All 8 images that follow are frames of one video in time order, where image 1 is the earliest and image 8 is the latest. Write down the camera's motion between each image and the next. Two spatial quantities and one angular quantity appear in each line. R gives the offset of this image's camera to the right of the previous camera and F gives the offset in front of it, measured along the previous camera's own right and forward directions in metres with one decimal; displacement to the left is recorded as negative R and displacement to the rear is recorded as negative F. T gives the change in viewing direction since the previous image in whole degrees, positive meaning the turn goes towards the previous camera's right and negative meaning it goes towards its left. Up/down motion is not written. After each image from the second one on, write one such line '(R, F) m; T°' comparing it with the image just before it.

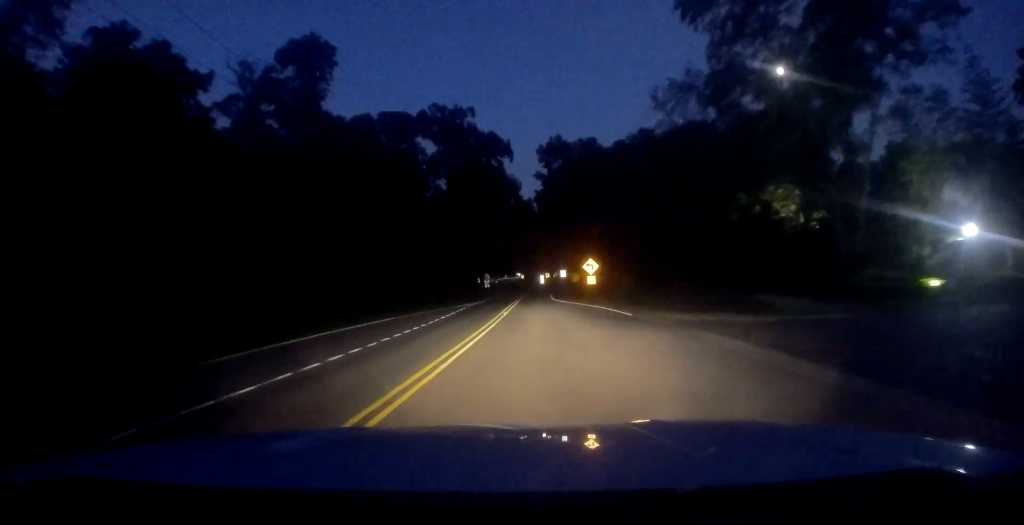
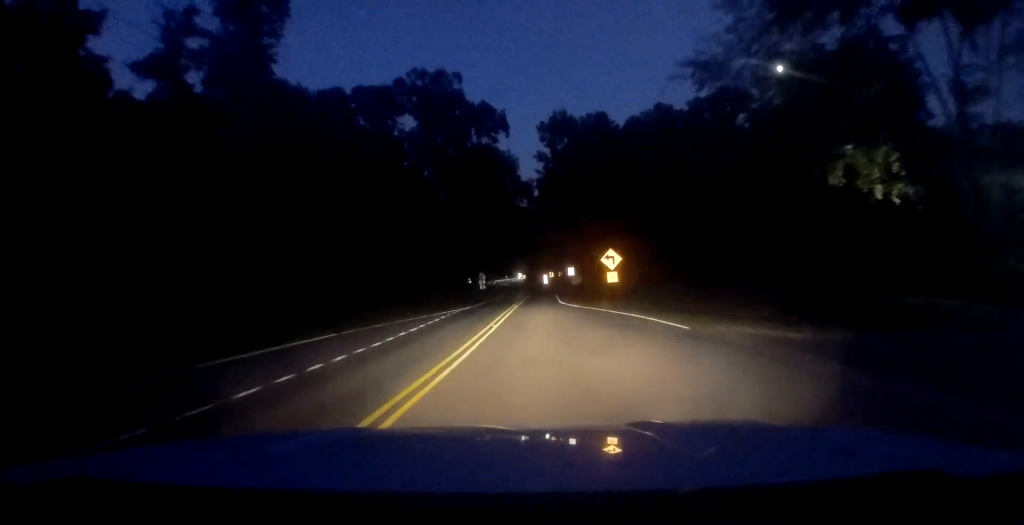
(0.0, +11.3) m; -2°
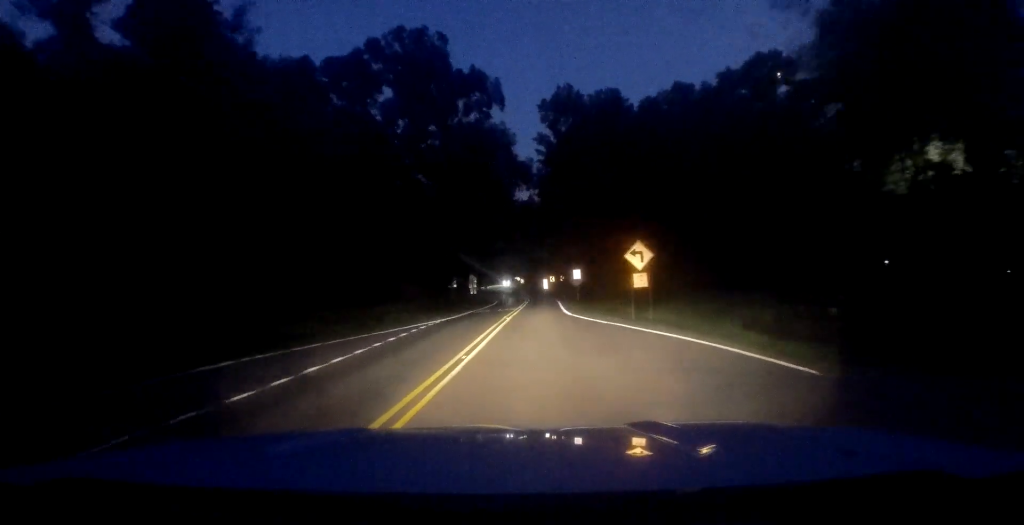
(-0.5, +9.7) m; 0°
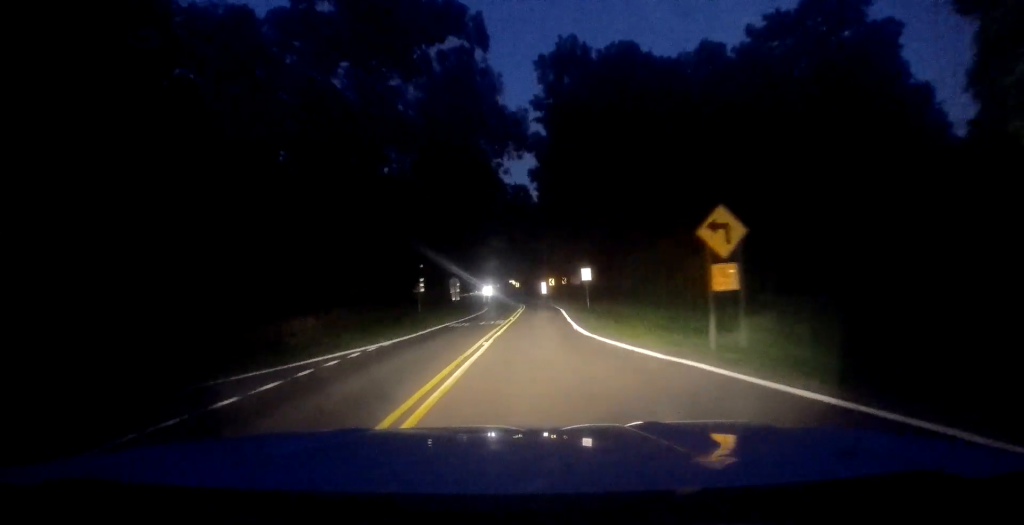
(+0.3, +12.0) m; +2°
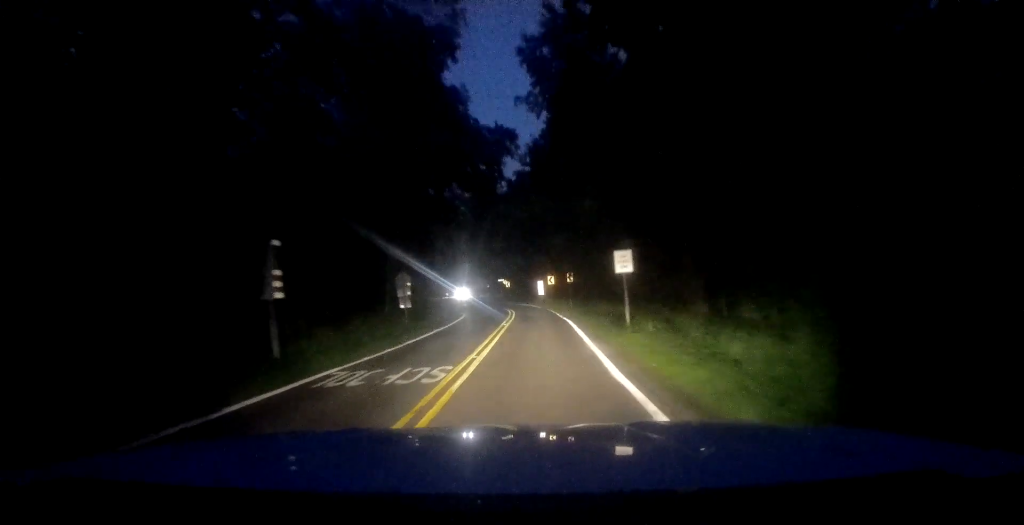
(+0.4, +18.4) m; +1°
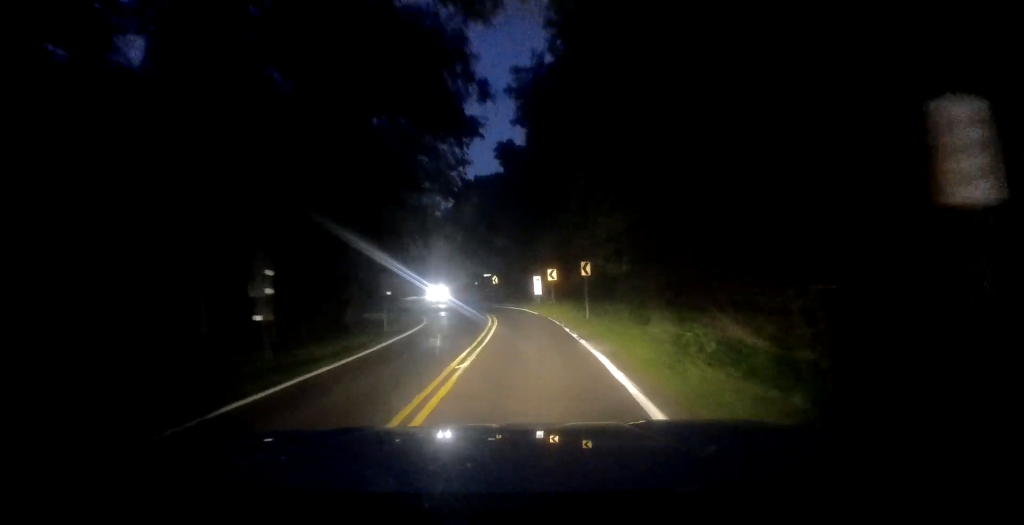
(0.0, +17.2) m; 0°
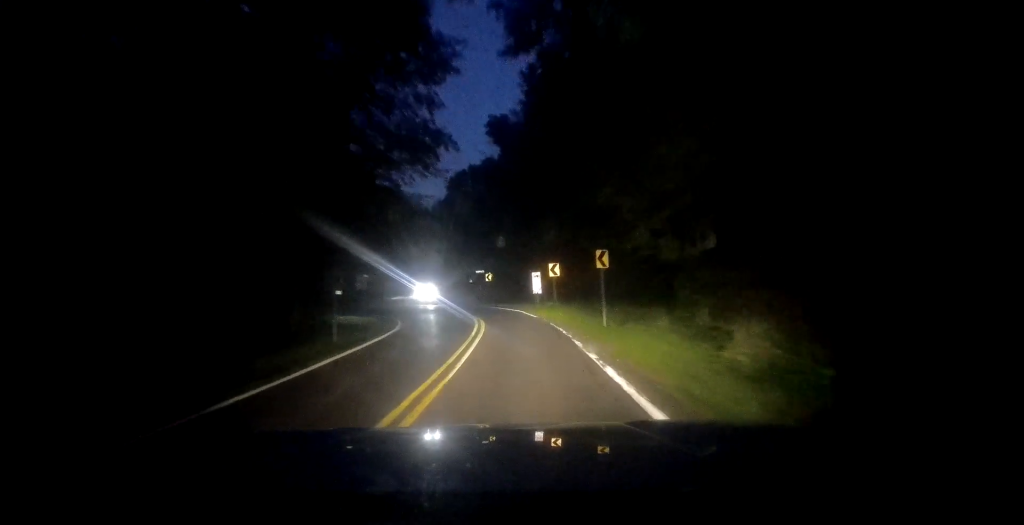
(0.0, +7.2) m; -1°
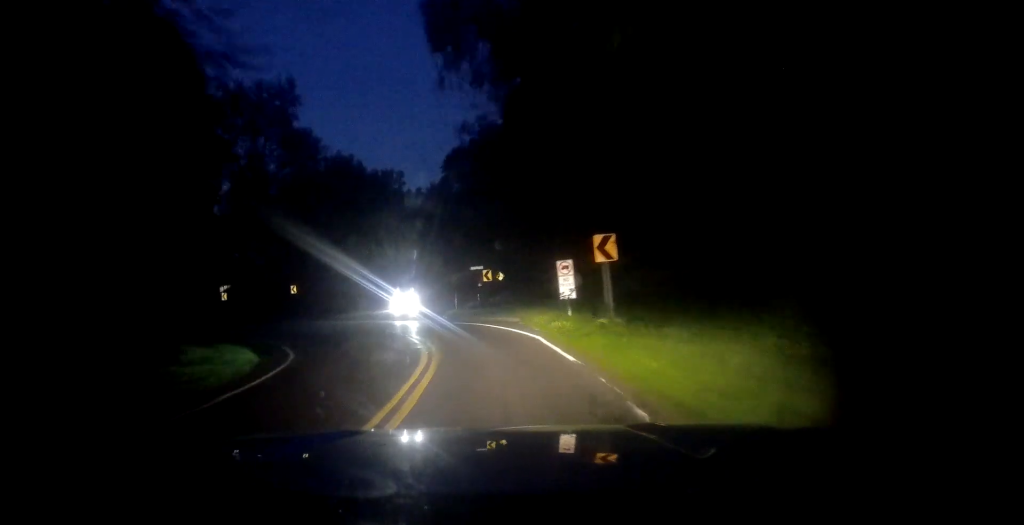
(-0.6, +19.0) m; -5°
